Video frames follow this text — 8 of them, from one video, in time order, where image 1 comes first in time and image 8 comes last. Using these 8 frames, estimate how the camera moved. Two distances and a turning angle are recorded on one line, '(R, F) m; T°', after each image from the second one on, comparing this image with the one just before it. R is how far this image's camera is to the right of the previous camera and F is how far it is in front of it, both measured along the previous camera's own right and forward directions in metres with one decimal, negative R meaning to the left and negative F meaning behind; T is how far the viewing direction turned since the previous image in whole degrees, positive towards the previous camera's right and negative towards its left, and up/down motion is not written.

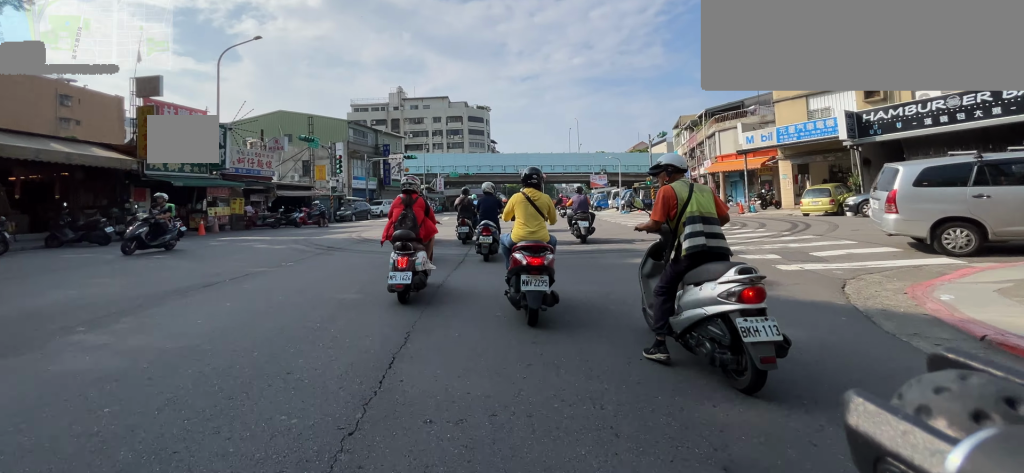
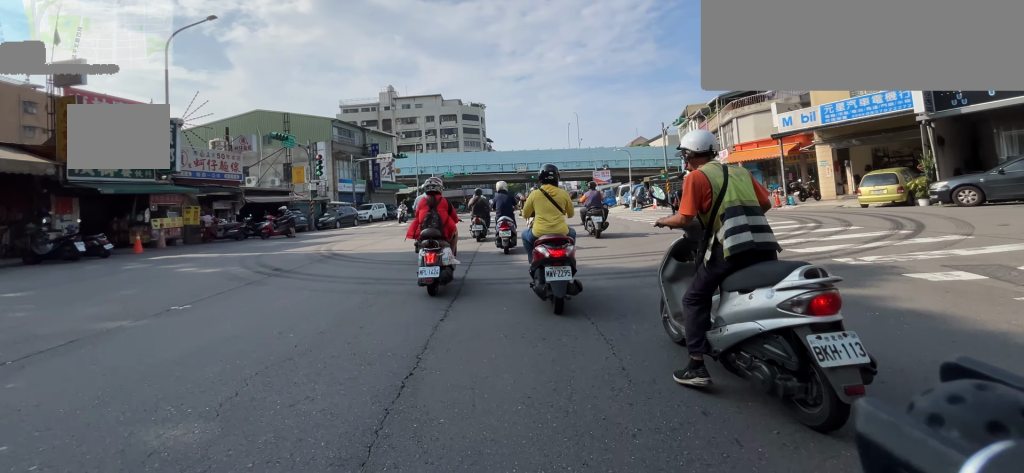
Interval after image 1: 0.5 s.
(+0.1, +4.0) m; +2°
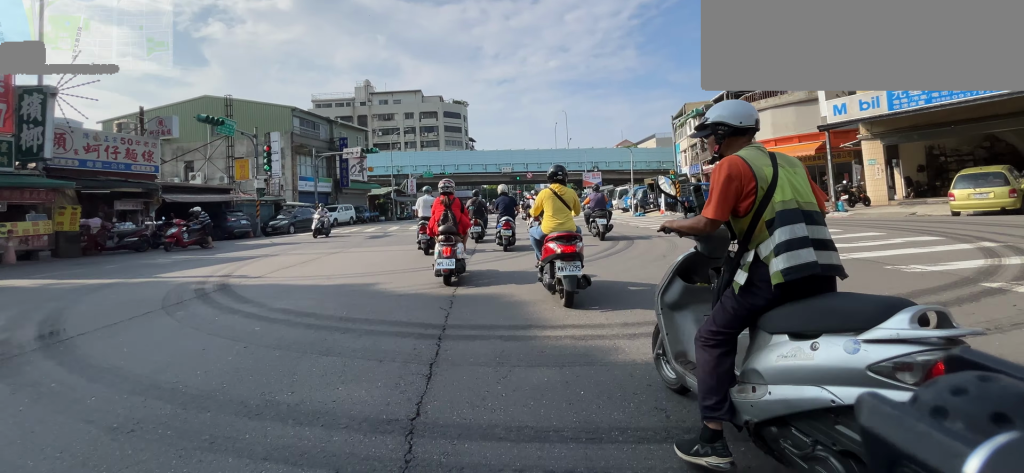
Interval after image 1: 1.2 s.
(0.0, +5.2) m; +2°
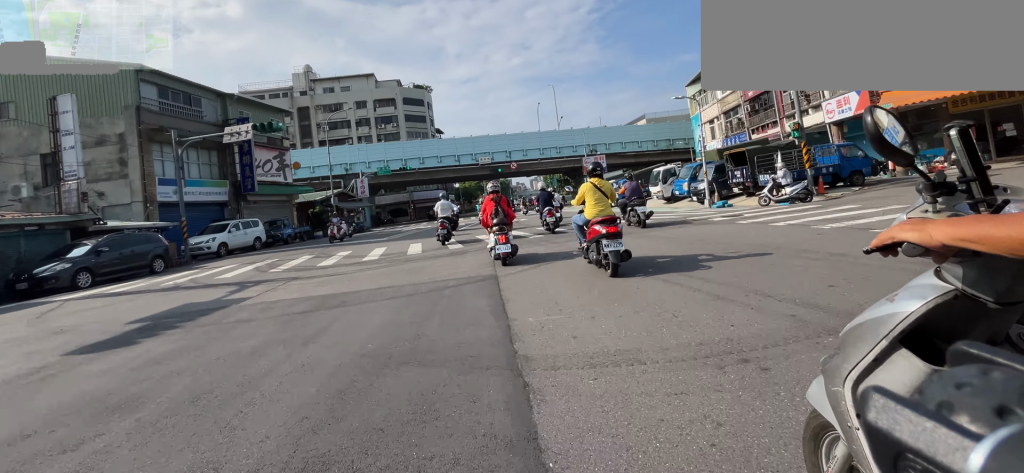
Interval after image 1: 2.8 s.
(+0.7, +14.5) m; +8°
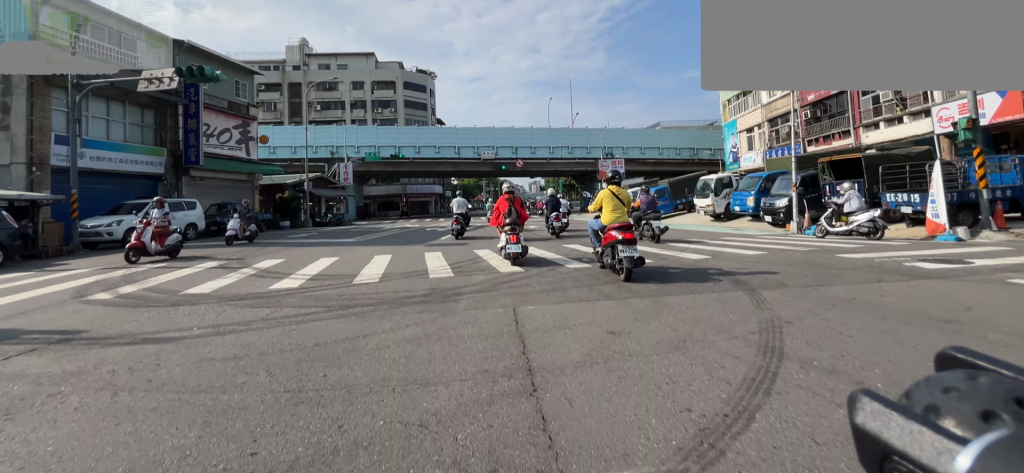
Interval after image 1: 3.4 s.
(-0.4, +6.0) m; +8°
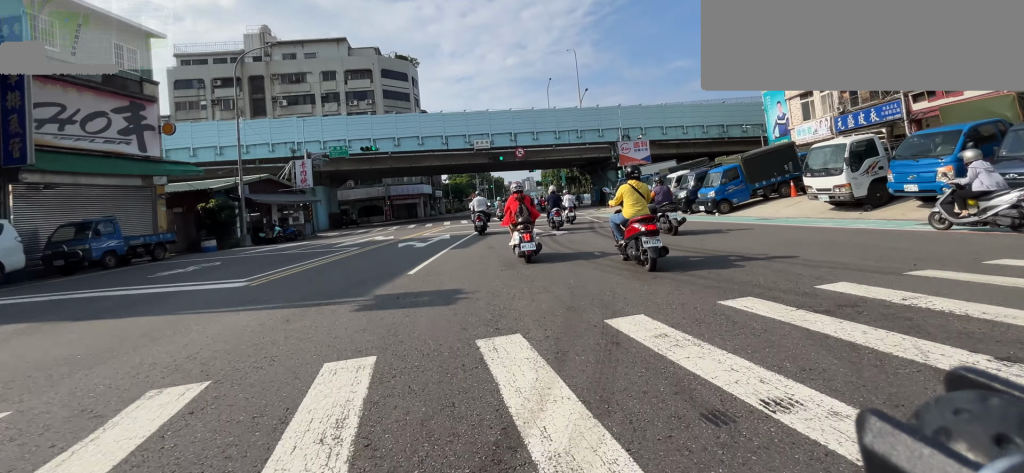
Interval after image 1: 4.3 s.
(+1.6, +8.3) m; +3°
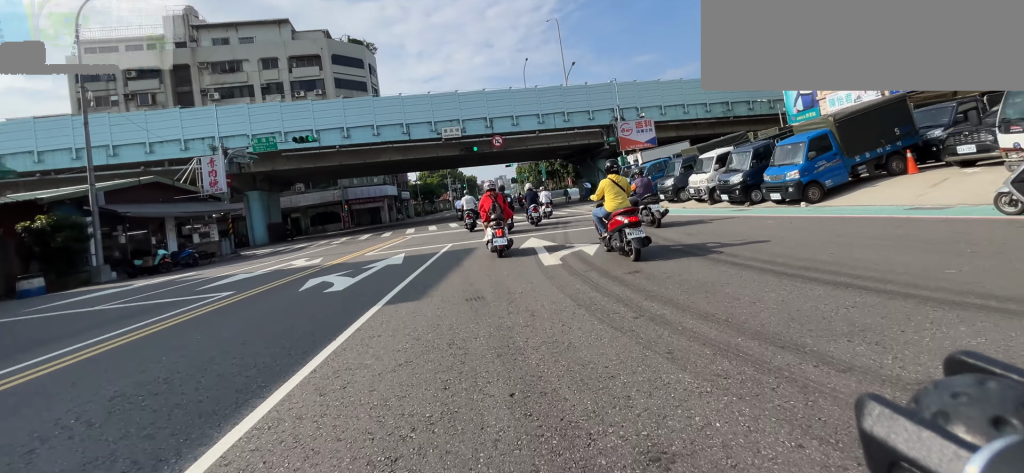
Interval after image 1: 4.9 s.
(-0.3, +6.9) m; -3°
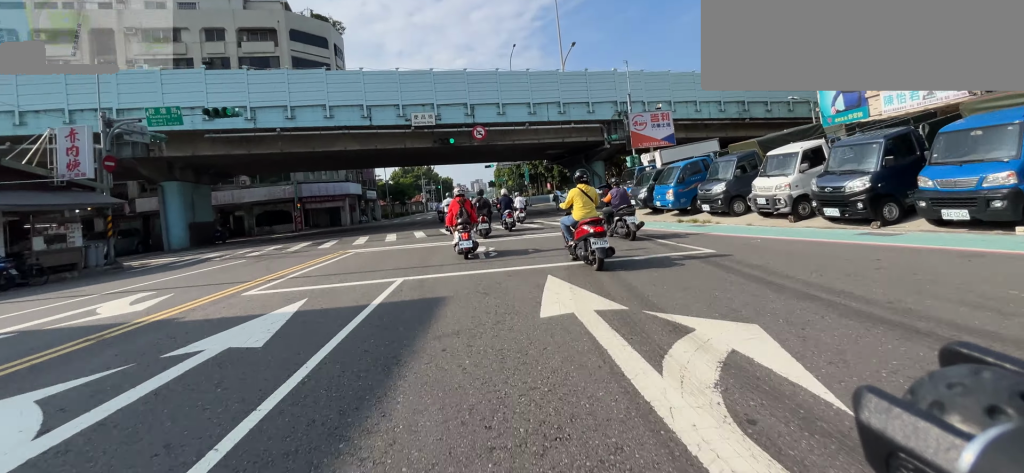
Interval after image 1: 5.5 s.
(-0.4, +5.9) m; -3°
